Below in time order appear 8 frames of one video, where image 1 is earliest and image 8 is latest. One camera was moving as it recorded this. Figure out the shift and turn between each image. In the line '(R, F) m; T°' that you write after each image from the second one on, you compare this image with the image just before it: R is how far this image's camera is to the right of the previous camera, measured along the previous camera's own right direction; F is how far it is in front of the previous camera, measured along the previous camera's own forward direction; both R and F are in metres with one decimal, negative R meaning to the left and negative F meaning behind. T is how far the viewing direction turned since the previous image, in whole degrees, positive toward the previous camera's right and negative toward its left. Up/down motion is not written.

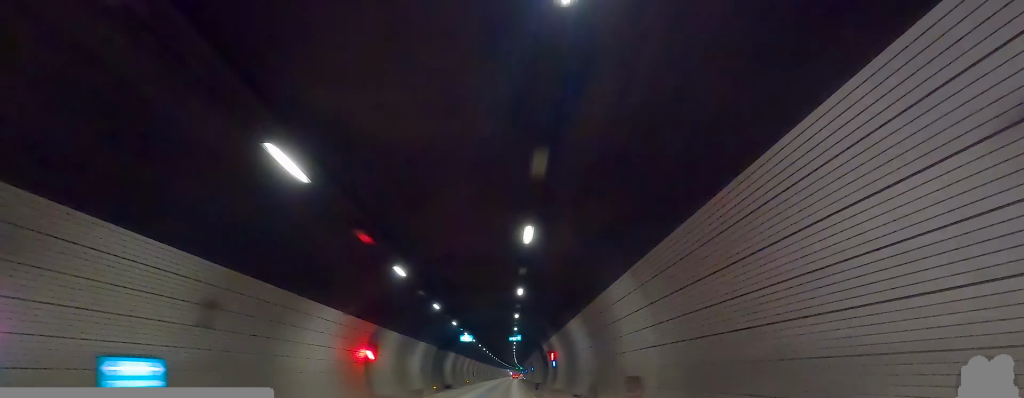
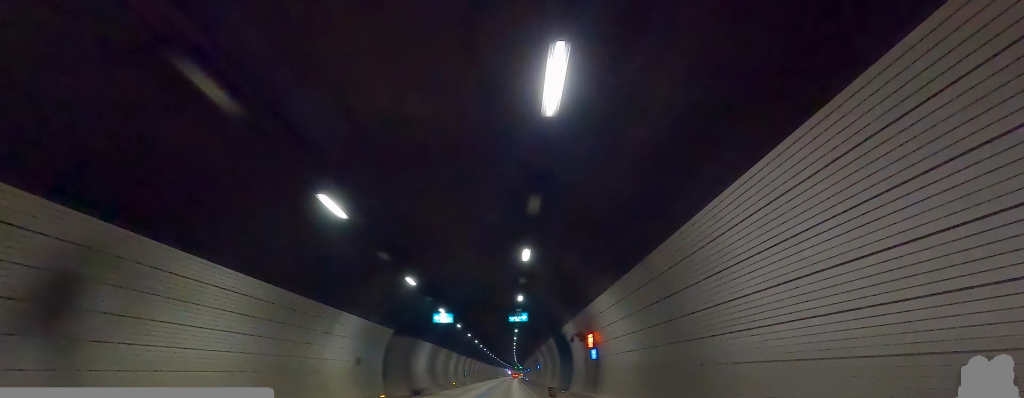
(-0.2, +19.6) m; 0°
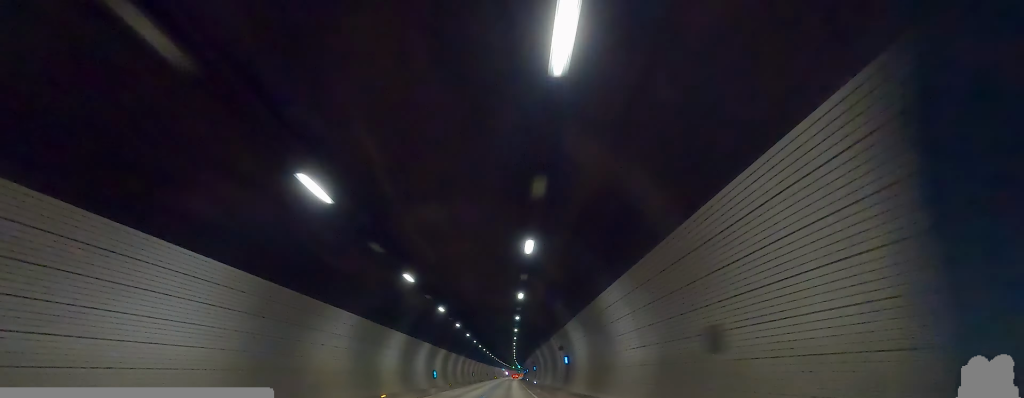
(0.0, +34.3) m; 0°
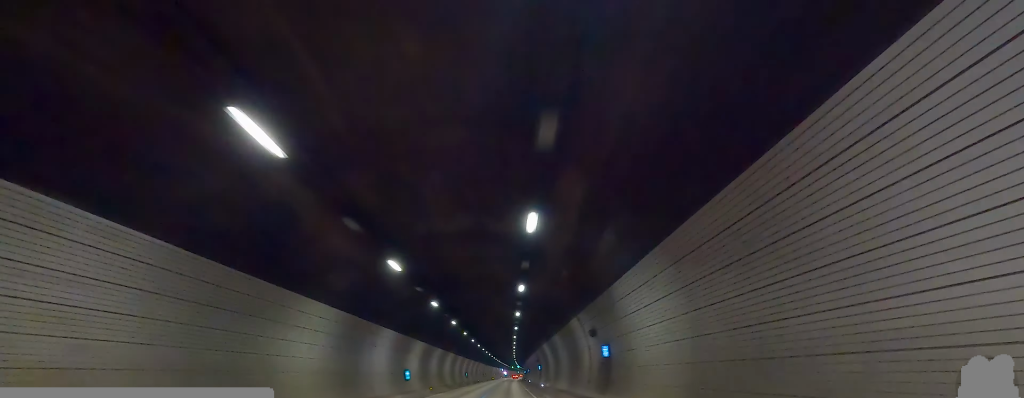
(0.0, +13.9) m; +1°
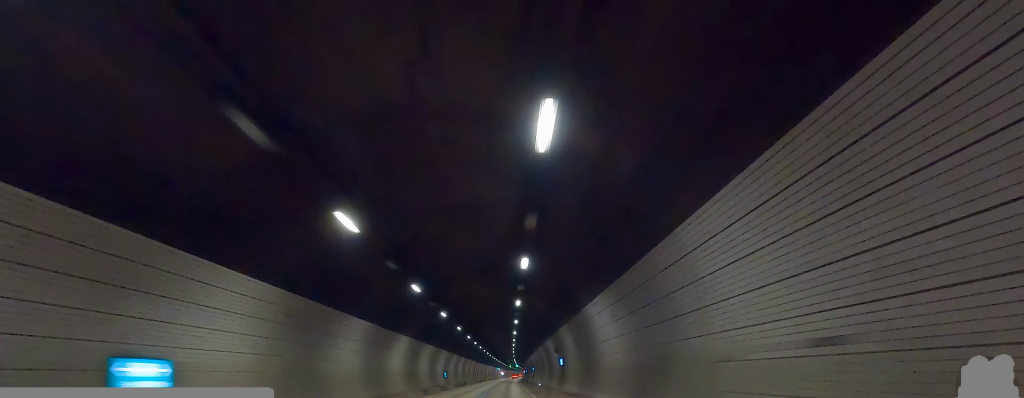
(+0.8, +27.8) m; +2°
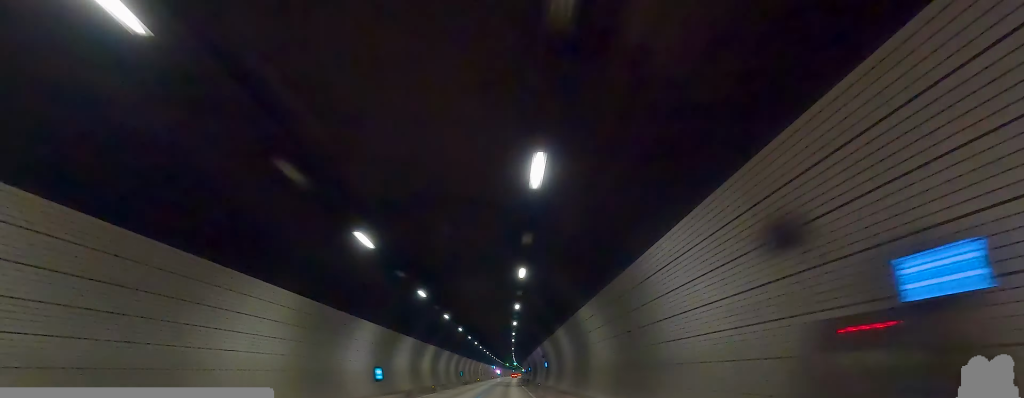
(0.0, +31.4) m; 0°
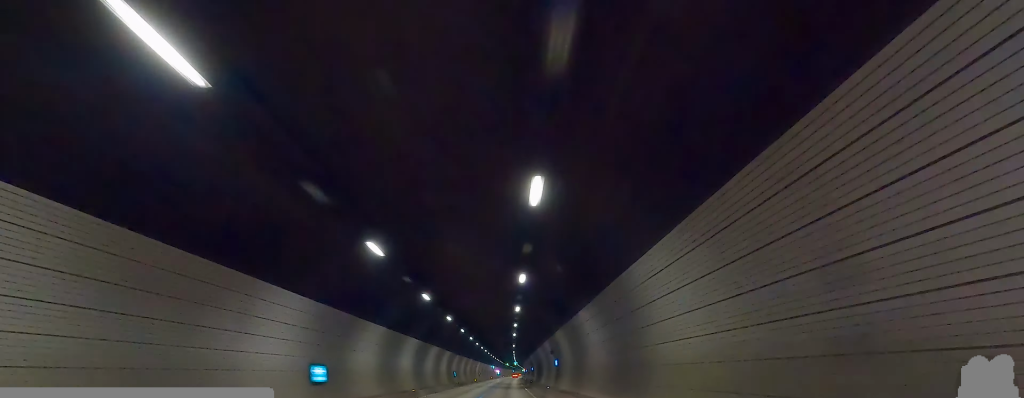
(0.0, +10.0) m; 0°
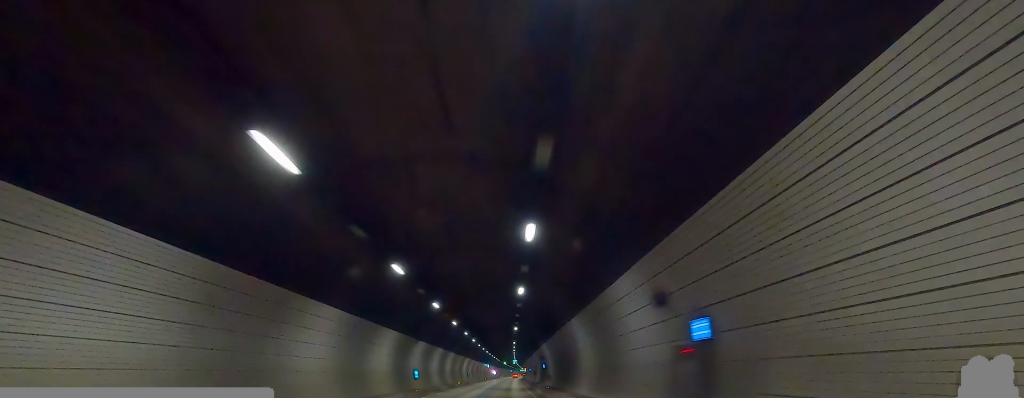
(0.0, +29.5) m; -1°
